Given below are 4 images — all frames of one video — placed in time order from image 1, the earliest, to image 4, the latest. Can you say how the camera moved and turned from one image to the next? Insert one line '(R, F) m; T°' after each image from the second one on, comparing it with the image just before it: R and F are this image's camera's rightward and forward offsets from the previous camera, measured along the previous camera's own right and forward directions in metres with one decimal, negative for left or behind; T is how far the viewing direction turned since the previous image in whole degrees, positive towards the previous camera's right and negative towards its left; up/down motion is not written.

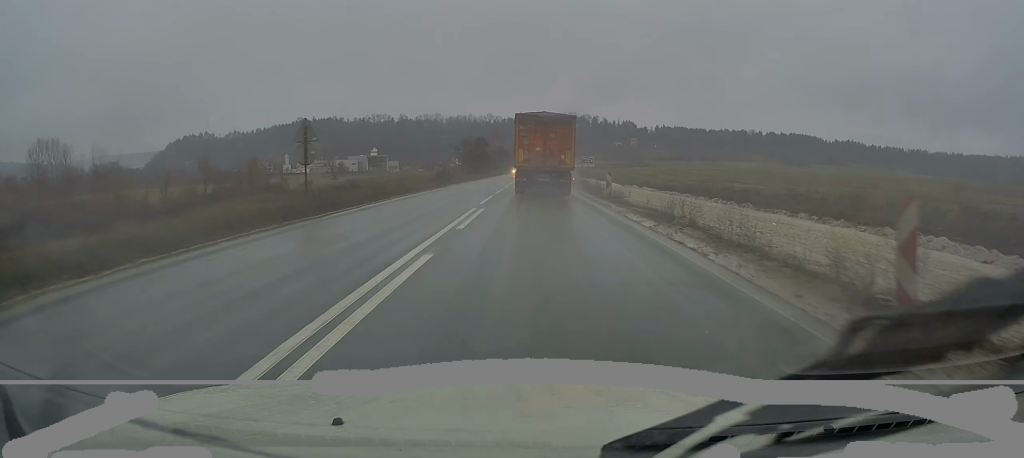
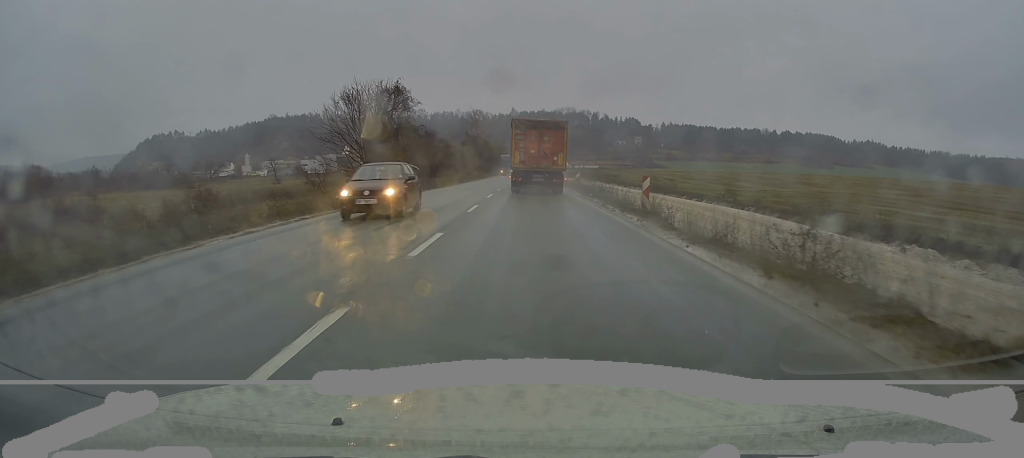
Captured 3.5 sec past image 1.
(+0.4, +67.0) m; +1°
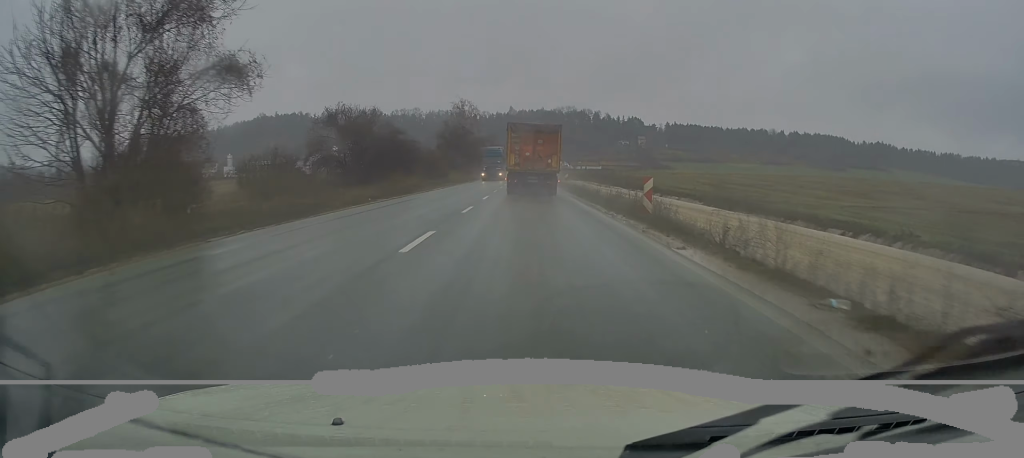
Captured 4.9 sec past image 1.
(+0.1, +26.3) m; 0°
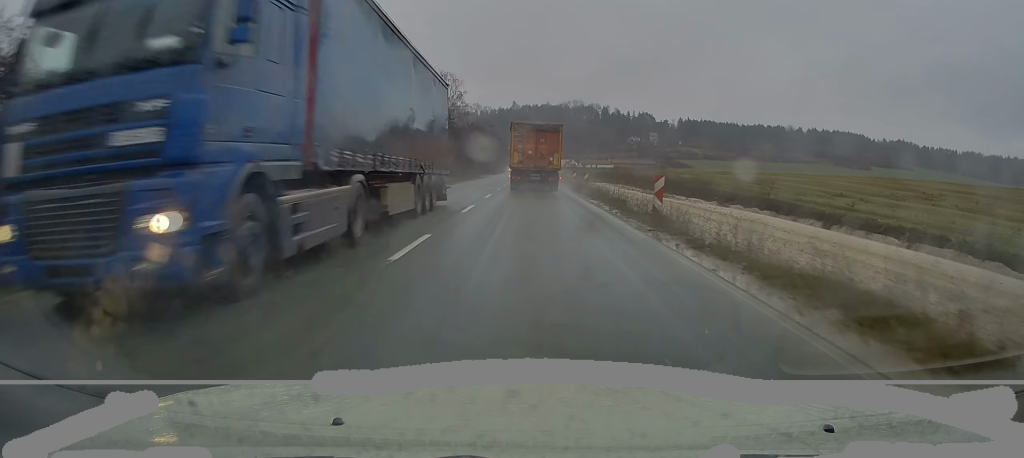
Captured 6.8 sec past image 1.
(0.0, +36.7) m; 0°
